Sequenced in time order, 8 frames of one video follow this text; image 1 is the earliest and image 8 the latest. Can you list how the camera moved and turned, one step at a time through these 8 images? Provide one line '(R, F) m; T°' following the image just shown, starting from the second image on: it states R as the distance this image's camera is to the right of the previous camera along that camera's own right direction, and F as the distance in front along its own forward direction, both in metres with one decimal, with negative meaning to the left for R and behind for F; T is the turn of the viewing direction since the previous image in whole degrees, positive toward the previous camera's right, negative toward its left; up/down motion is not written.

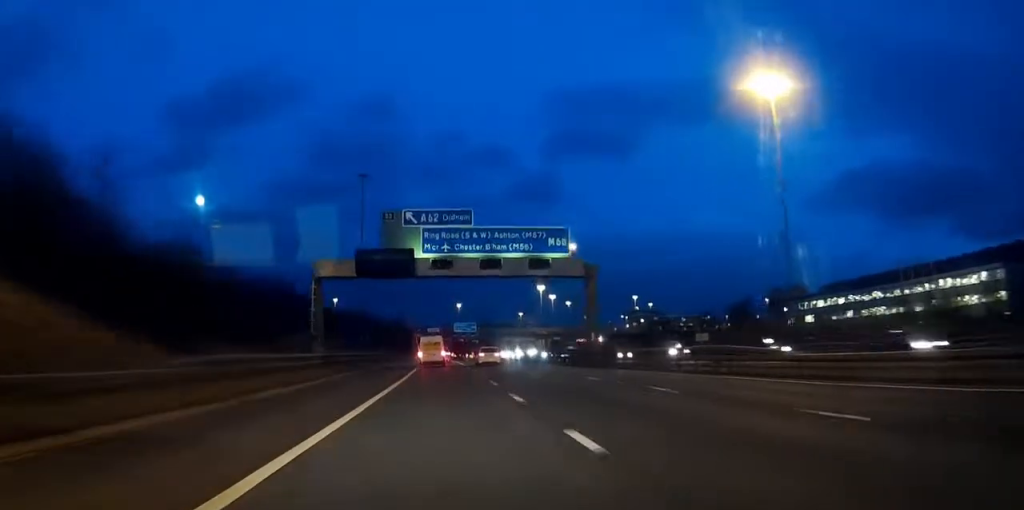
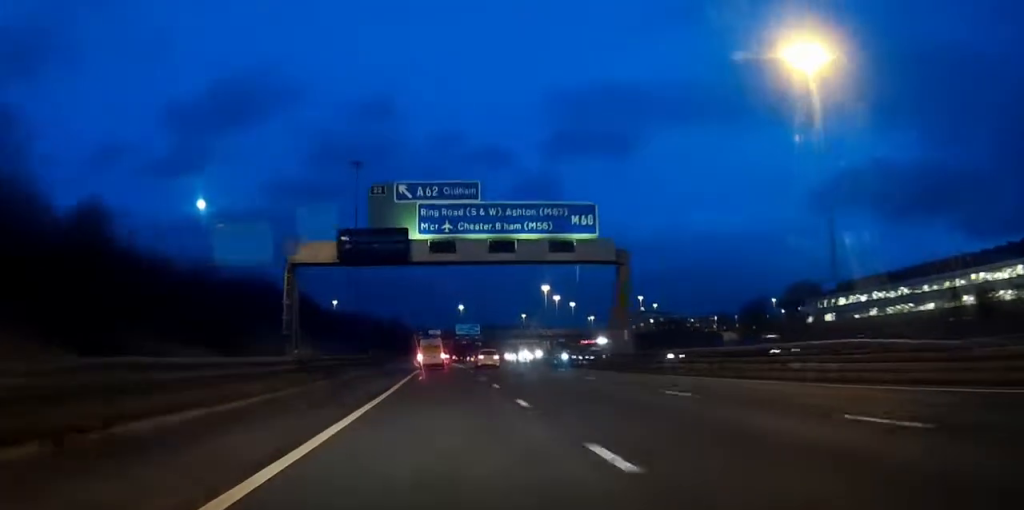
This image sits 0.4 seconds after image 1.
(0.0, +9.7) m; 0°
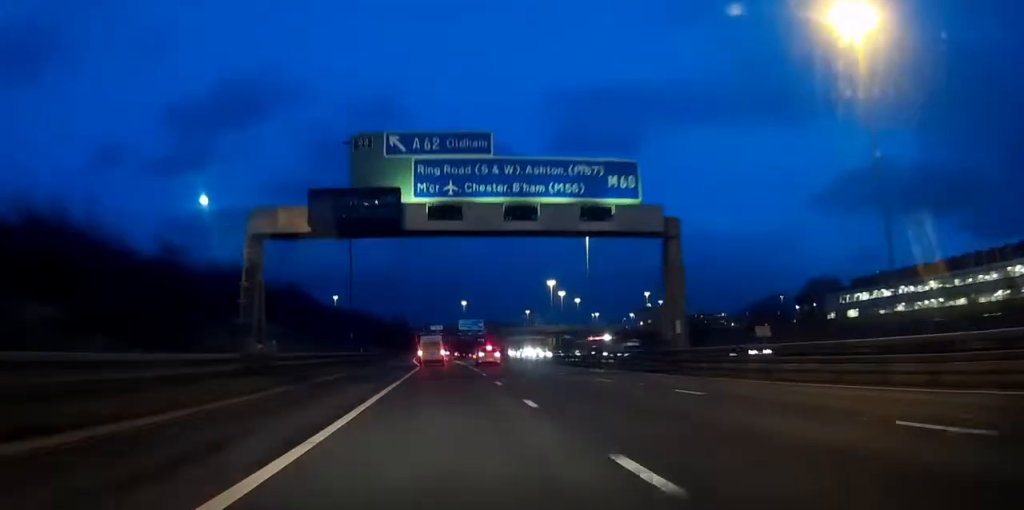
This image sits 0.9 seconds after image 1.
(0.0, +10.5) m; 0°
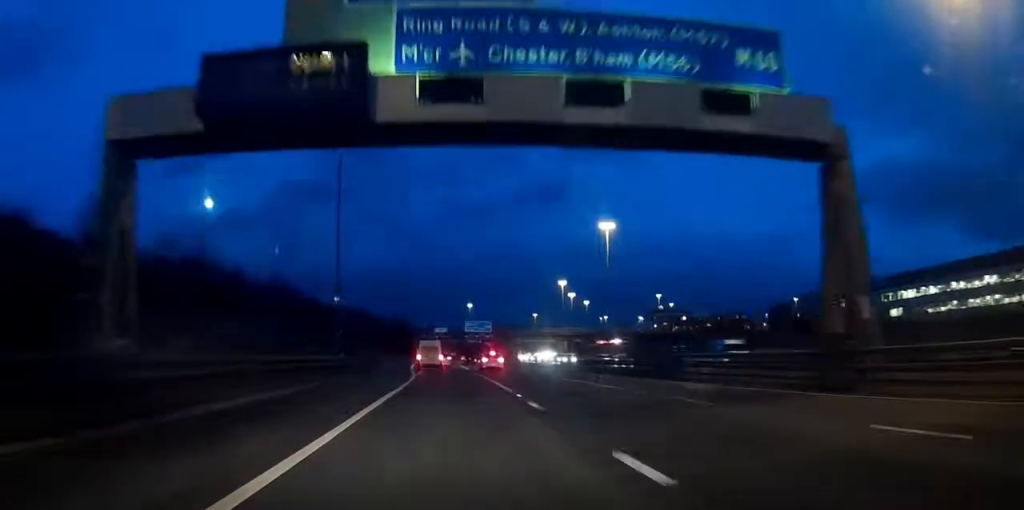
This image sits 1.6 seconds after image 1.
(0.0, +17.2) m; 0°
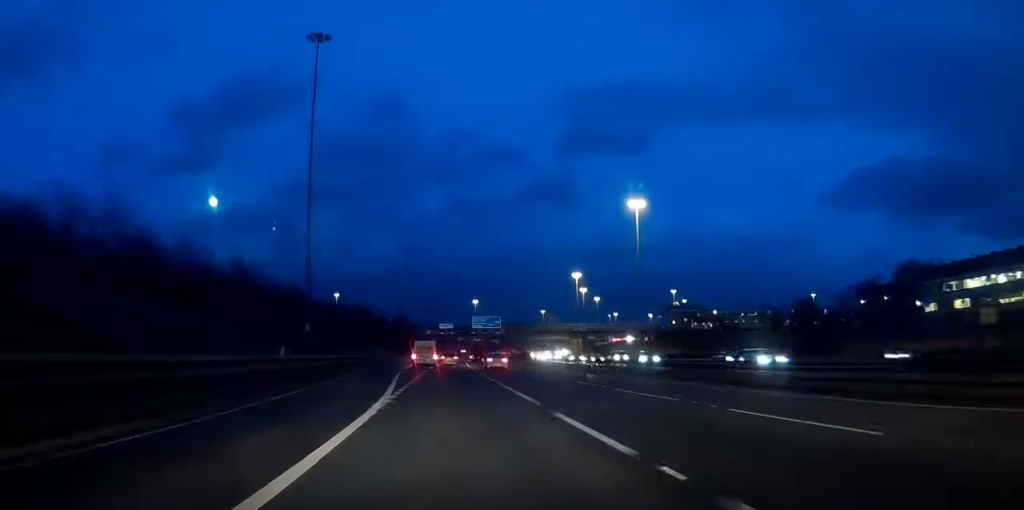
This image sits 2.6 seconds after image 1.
(-0.1, +22.3) m; 0°
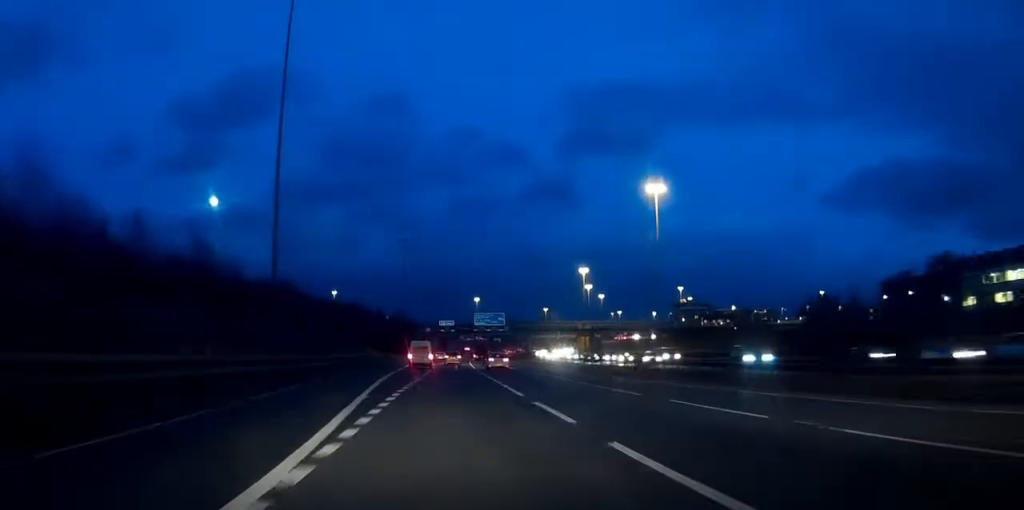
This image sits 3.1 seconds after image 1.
(+0.1, +13.7) m; 0°
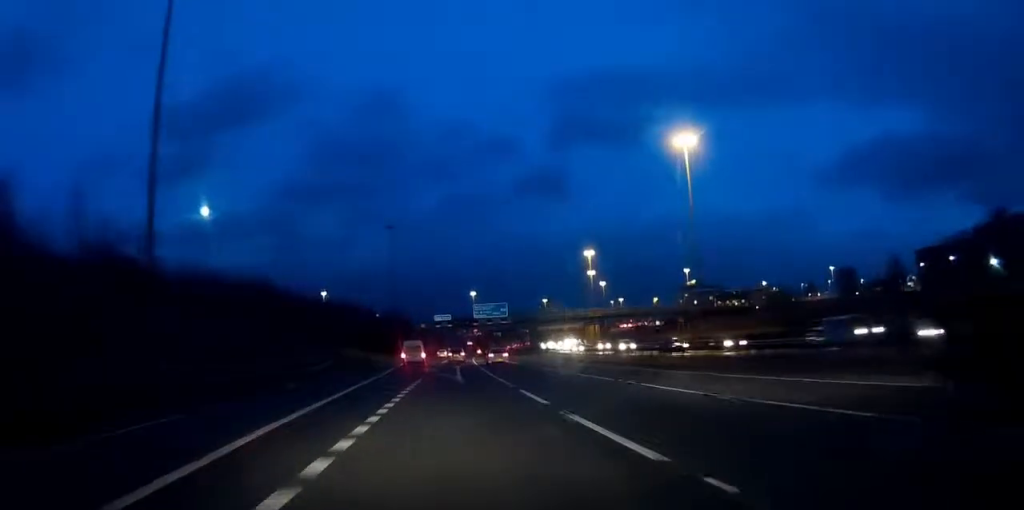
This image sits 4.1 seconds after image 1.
(-0.1, +22.5) m; 0°
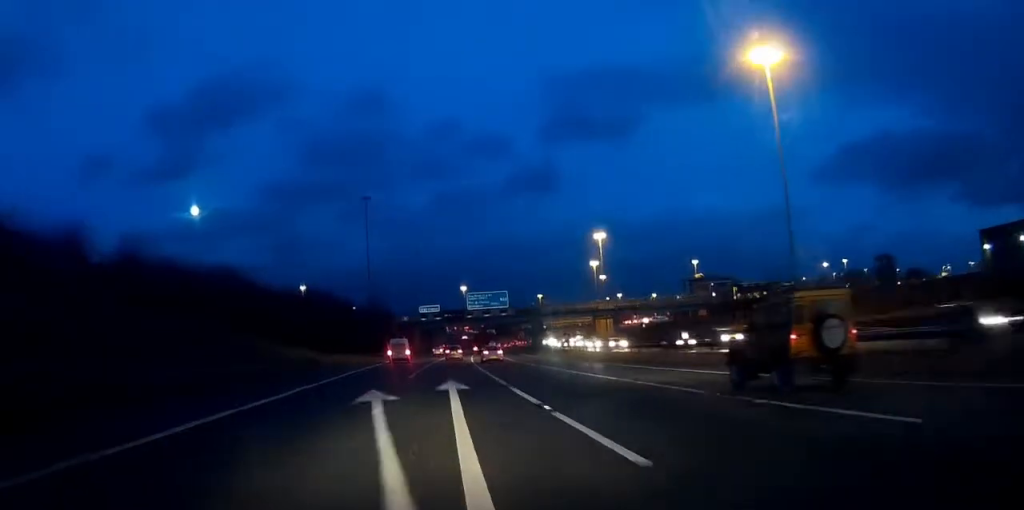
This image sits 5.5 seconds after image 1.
(+0.6, +34.7) m; +2°
